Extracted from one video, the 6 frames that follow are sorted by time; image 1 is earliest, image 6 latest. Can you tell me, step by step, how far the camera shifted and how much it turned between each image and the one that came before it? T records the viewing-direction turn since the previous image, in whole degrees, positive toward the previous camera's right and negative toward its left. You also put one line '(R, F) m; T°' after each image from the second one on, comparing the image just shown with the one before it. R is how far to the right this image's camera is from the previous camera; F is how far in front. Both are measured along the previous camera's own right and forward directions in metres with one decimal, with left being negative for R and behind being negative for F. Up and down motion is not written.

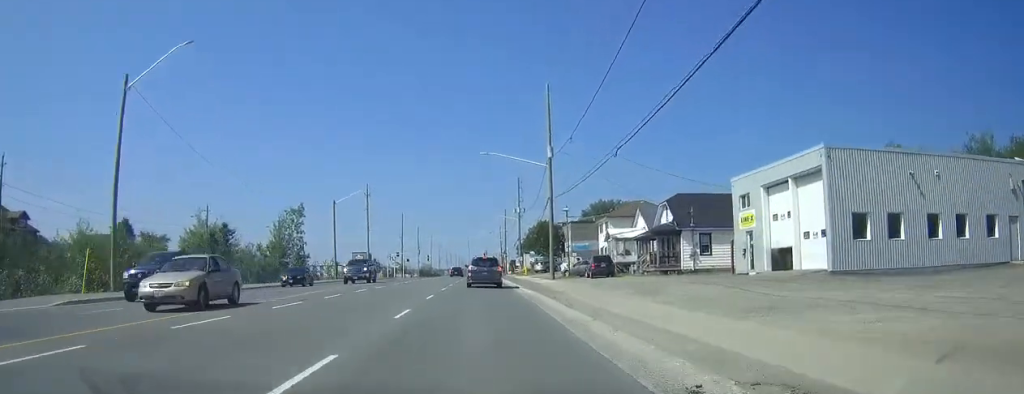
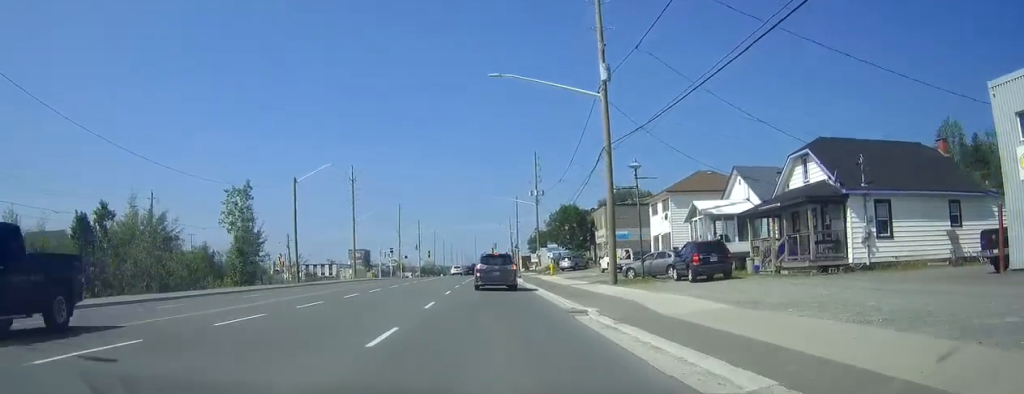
(+0.1, +23.2) m; 0°
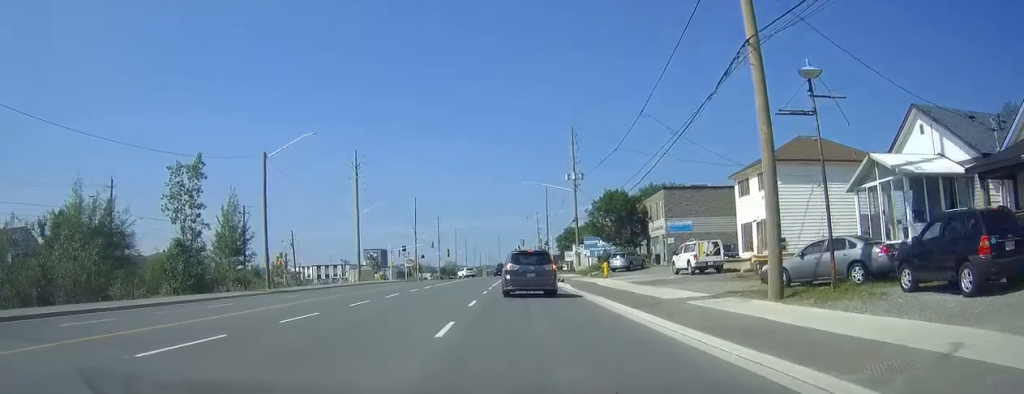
(-0.1, +17.1) m; -1°
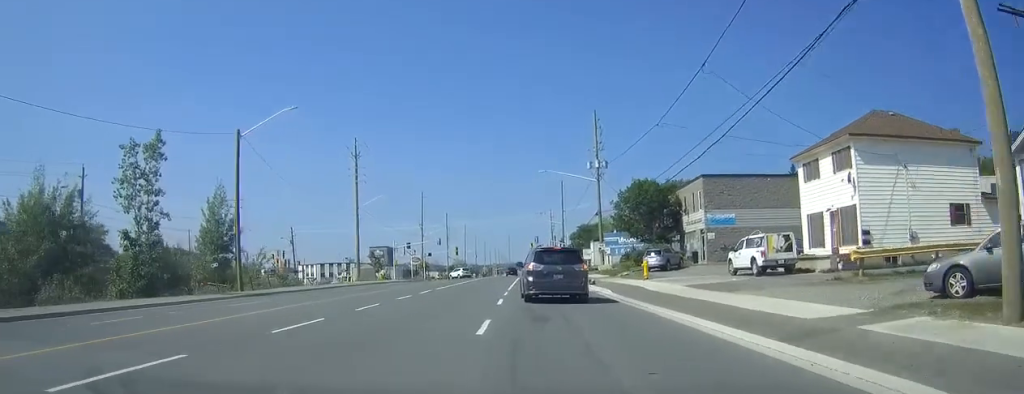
(0.0, +8.5) m; -1°
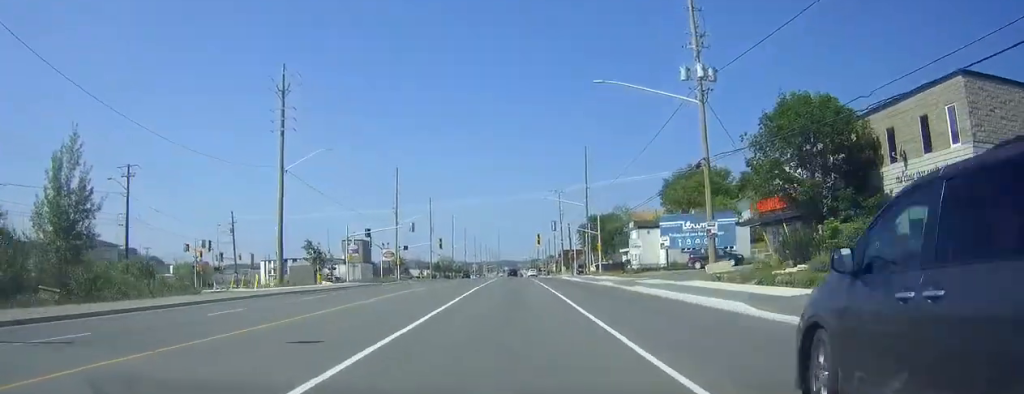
(-0.5, +33.2) m; -1°
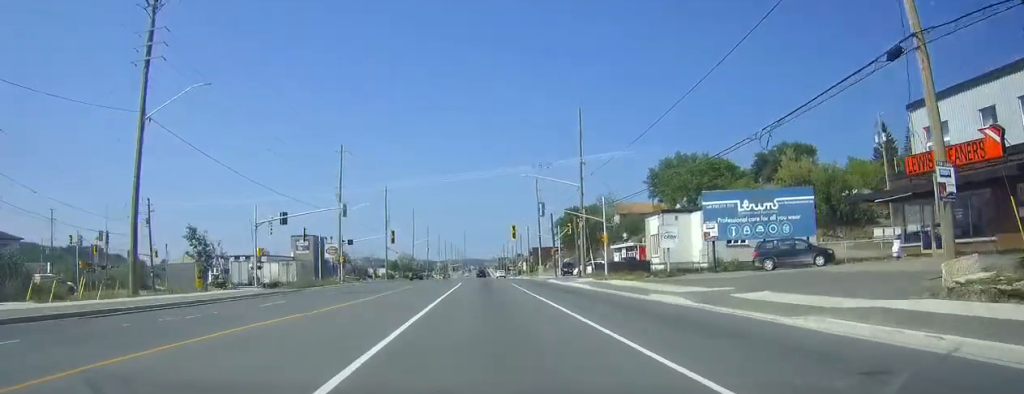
(+0.2, +21.2) m; +2°
